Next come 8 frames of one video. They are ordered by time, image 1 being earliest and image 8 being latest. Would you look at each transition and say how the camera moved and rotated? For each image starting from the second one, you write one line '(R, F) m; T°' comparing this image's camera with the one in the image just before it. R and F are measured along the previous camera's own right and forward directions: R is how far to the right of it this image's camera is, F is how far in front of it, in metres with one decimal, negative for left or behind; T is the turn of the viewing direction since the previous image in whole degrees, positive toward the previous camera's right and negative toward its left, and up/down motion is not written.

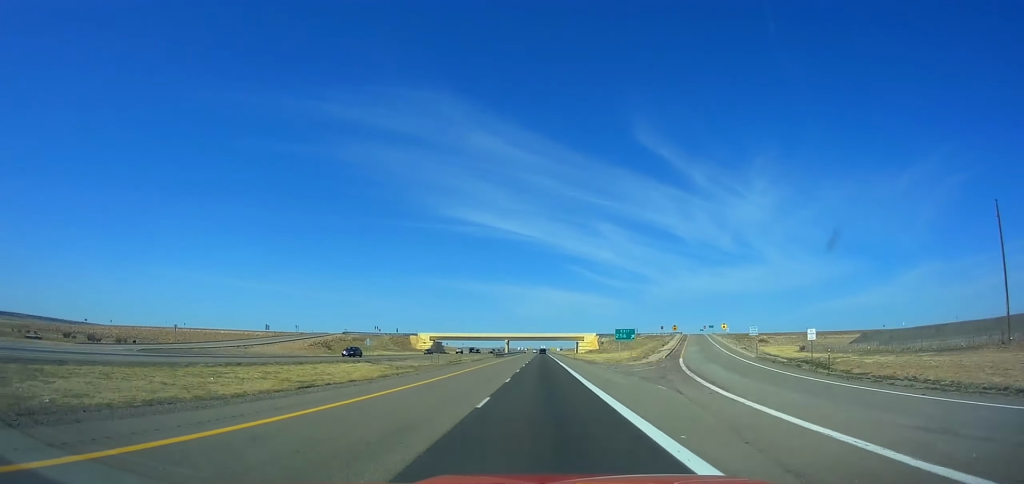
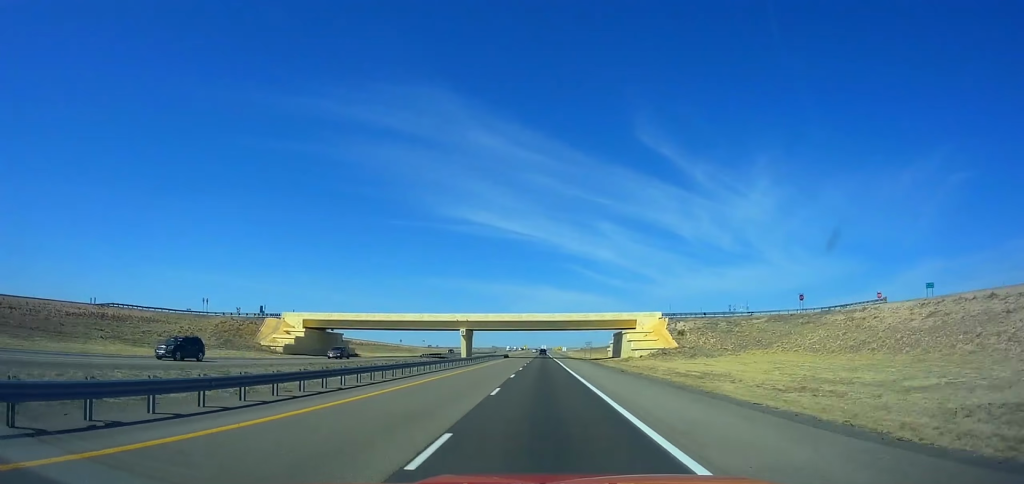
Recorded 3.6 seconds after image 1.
(-0.7, +129.5) m; 0°
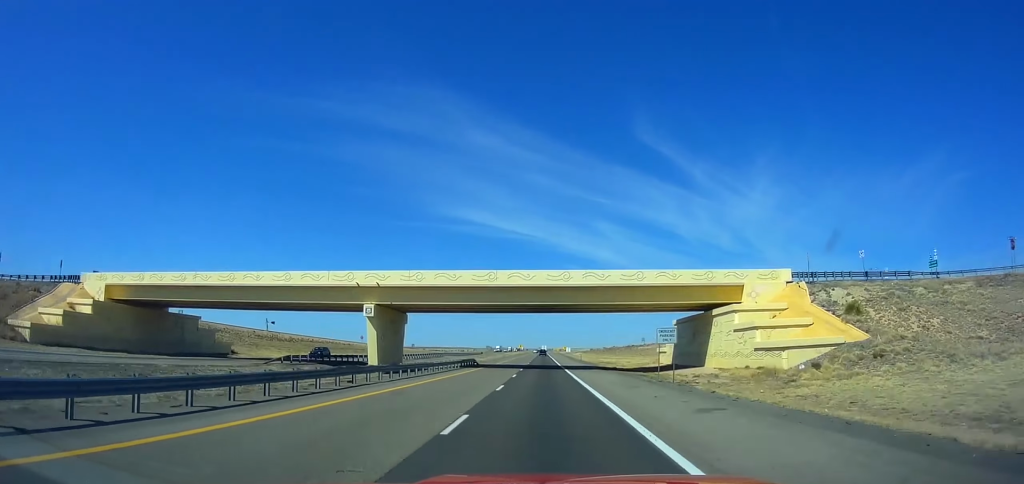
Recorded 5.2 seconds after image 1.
(-0.2, +57.5) m; 0°
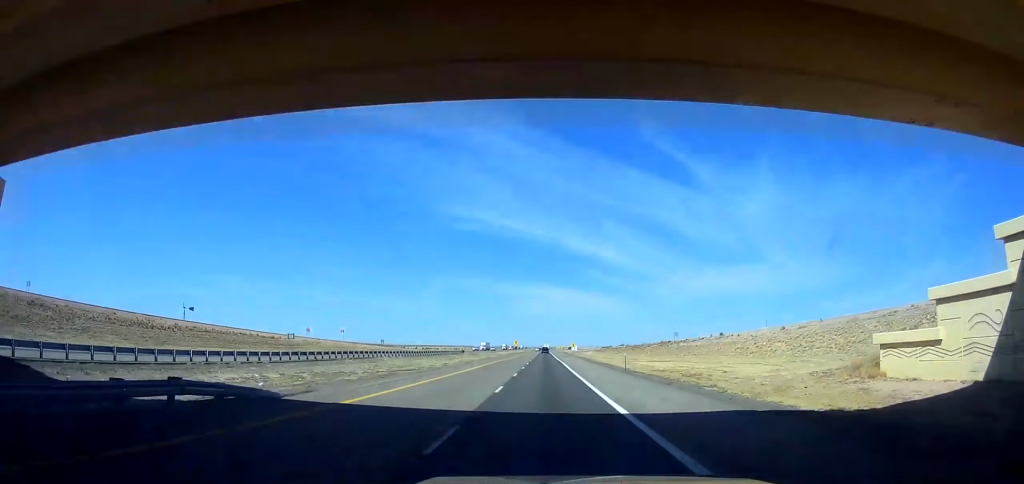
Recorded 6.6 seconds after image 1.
(+0.5, +50.4) m; 0°
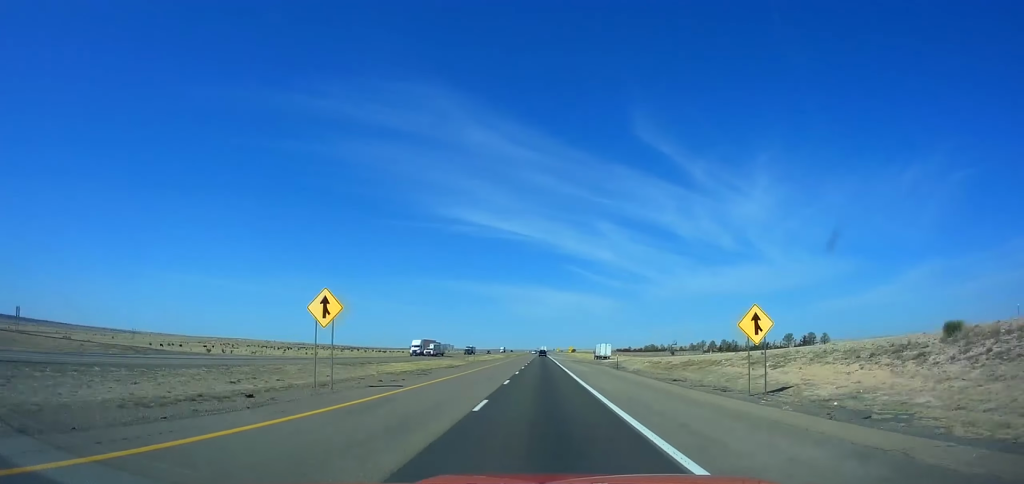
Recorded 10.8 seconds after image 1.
(-0.4, +151.0) m; 0°
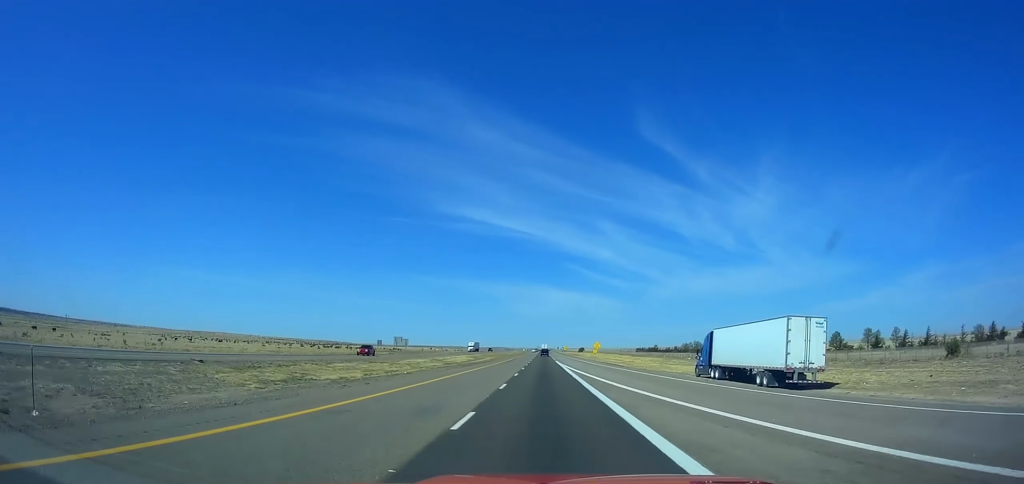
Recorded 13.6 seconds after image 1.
(+0.9, +100.5) m; 0°
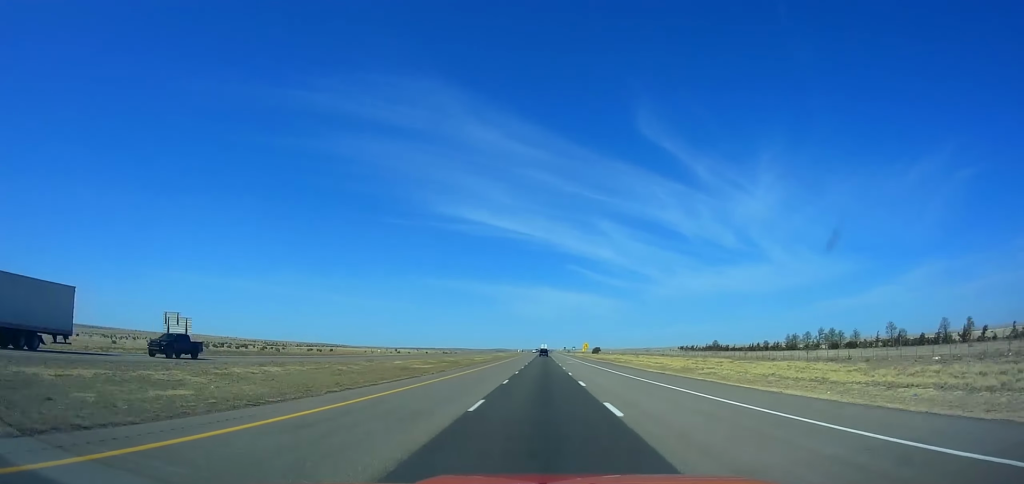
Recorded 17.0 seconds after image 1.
(0.0, +121.9) m; 0°
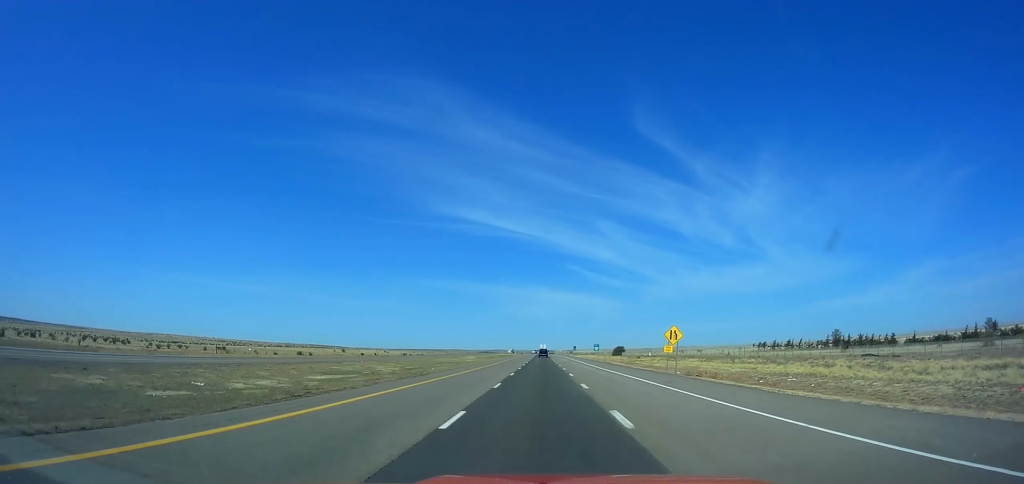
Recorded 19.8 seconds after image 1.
(-0.9, +100.1) m; 0°
